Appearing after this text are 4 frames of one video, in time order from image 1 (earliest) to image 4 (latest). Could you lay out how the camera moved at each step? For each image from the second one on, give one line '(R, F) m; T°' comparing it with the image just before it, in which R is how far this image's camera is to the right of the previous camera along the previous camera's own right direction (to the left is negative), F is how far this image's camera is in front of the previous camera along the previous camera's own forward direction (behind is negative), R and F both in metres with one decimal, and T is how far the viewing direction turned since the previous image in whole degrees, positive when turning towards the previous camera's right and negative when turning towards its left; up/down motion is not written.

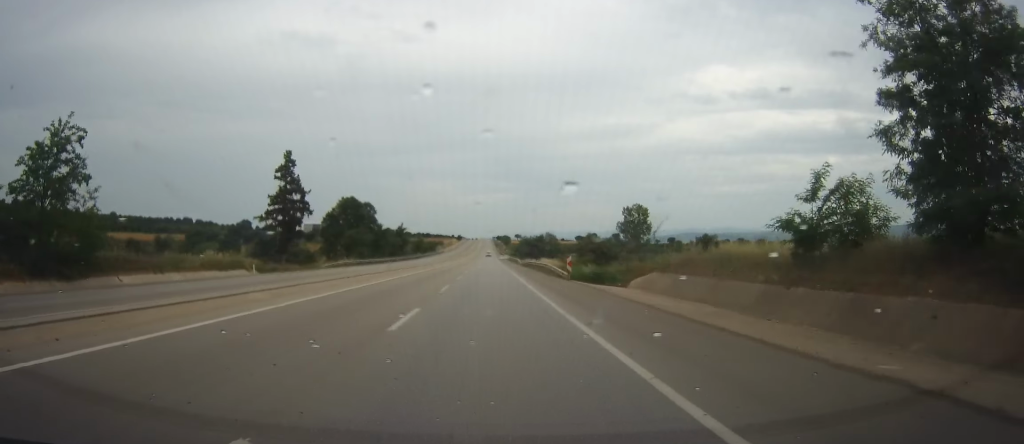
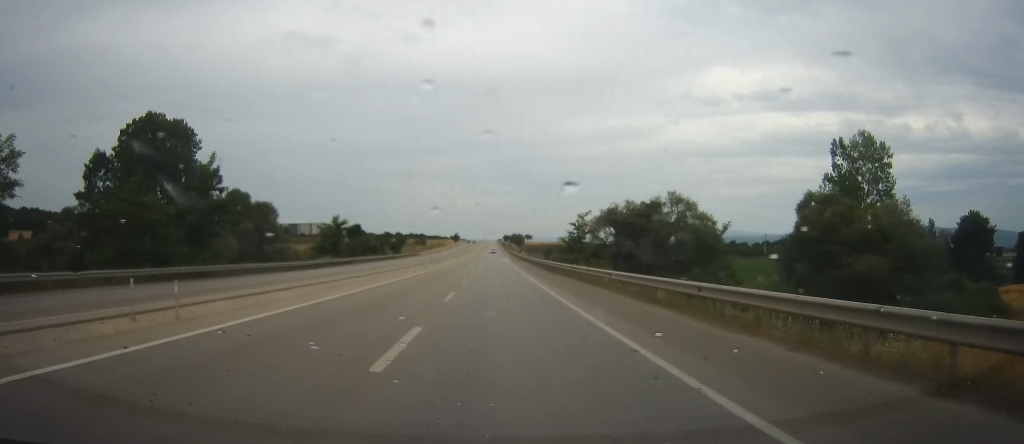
(-0.8, +111.5) m; -1°
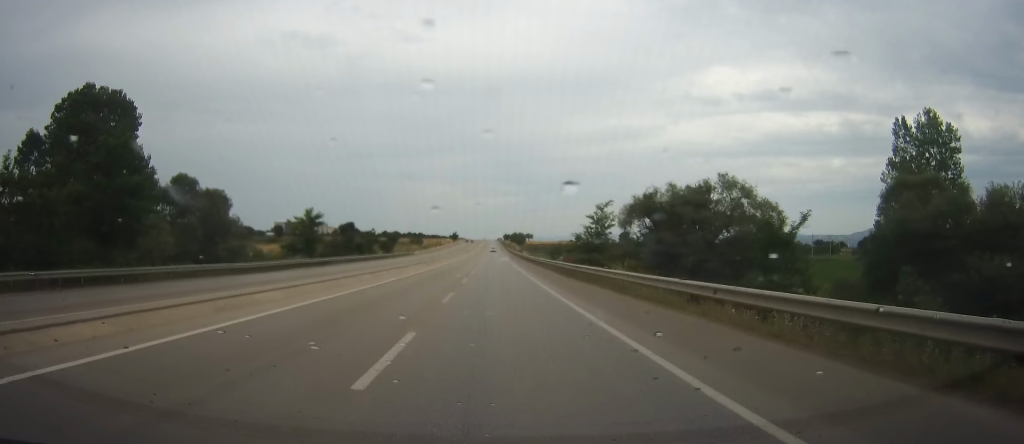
(+0.1, +12.9) m; +1°
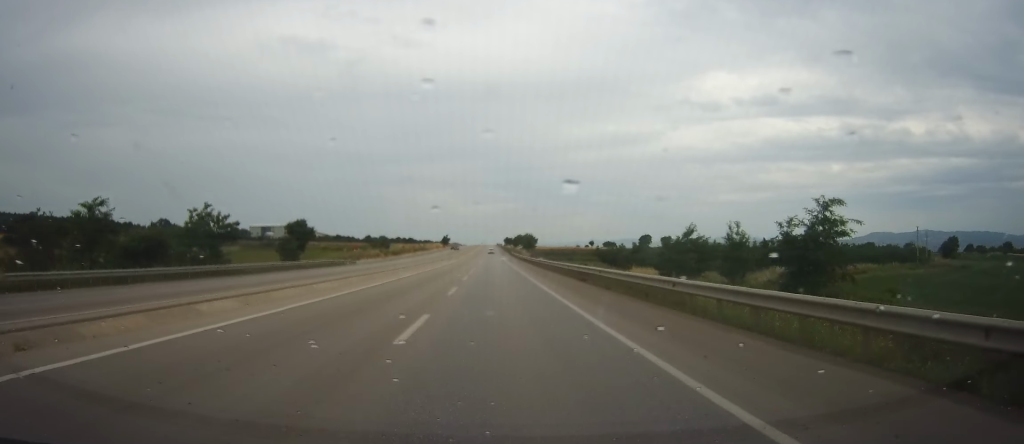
(+0.3, +68.8) m; 0°
